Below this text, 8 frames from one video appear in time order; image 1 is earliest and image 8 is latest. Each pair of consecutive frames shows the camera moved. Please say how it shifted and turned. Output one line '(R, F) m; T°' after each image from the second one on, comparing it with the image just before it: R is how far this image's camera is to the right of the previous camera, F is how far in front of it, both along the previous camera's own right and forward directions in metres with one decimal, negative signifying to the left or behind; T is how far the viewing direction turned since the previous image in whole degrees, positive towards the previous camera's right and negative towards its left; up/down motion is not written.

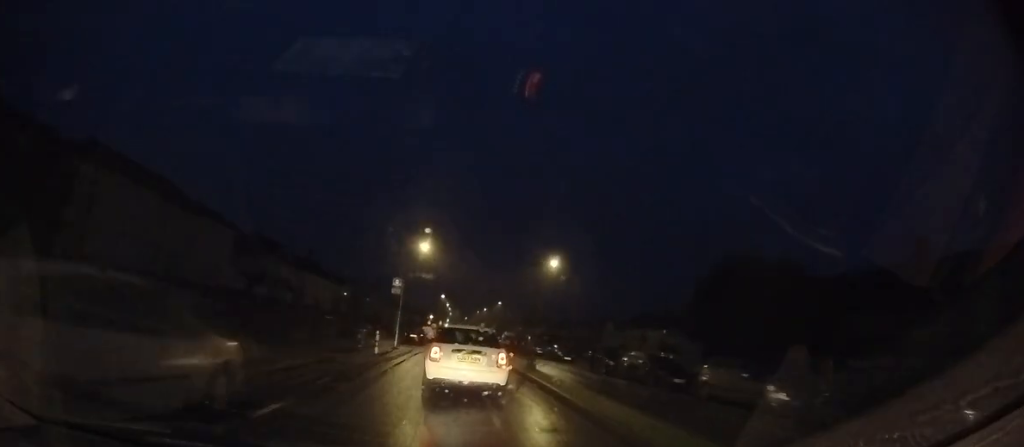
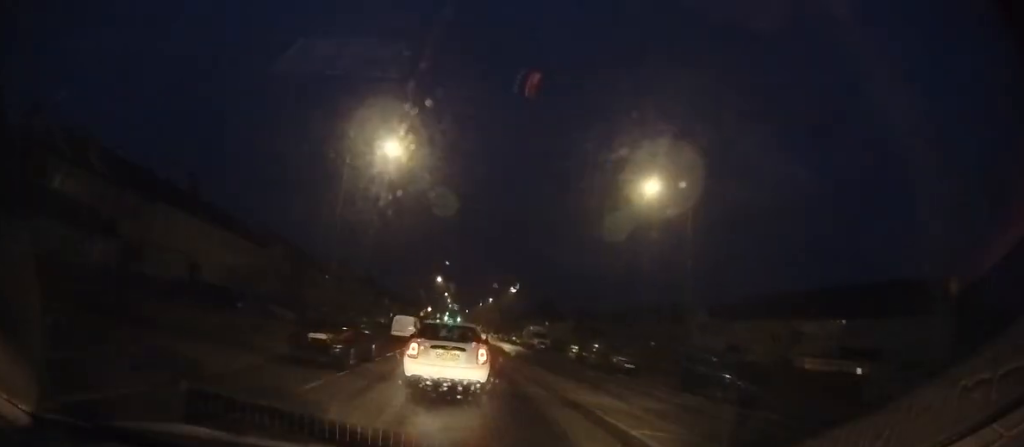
(0.0, +20.3) m; 0°
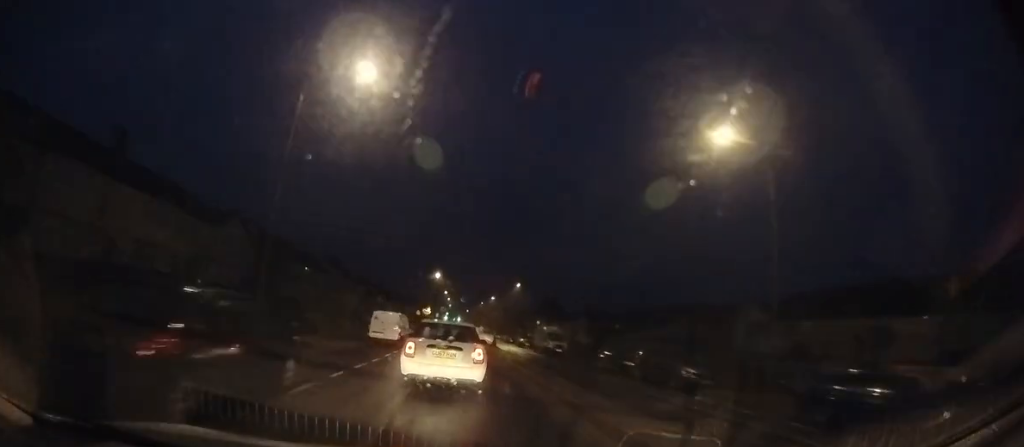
(0.0, +6.2) m; 0°
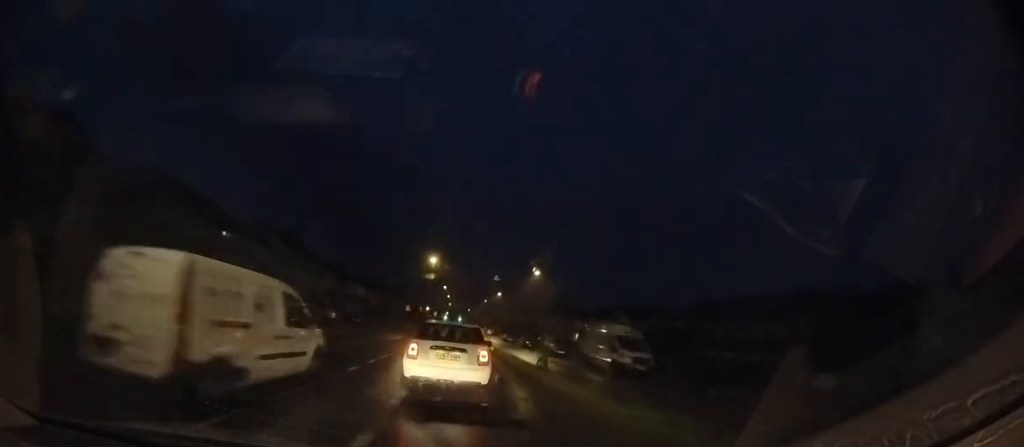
(0.0, +14.3) m; 0°
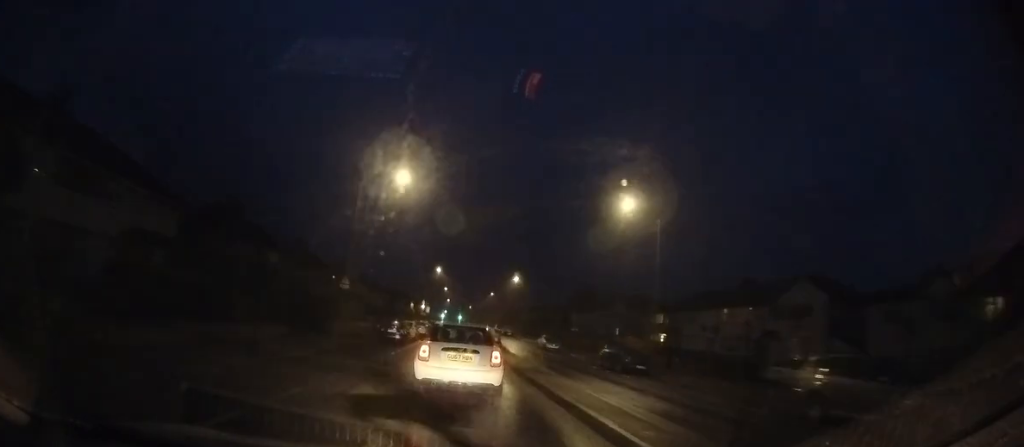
(0.0, +27.9) m; 0°
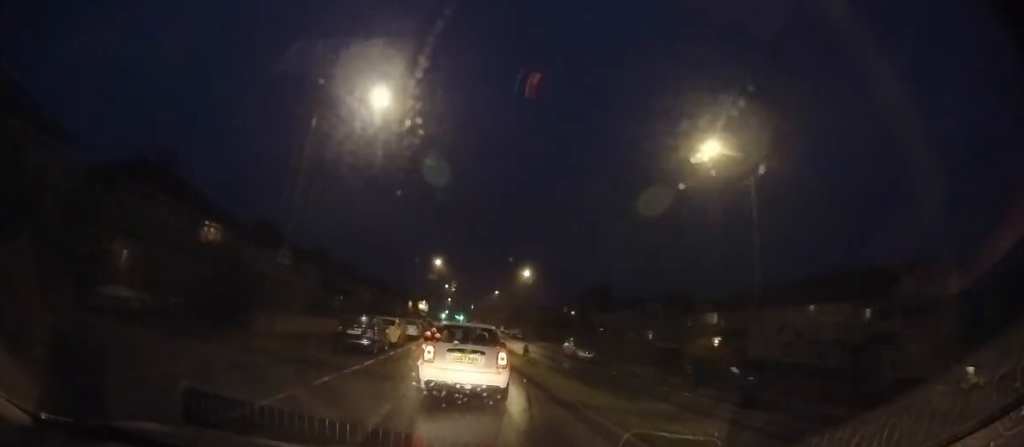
(0.0, +8.3) m; 0°
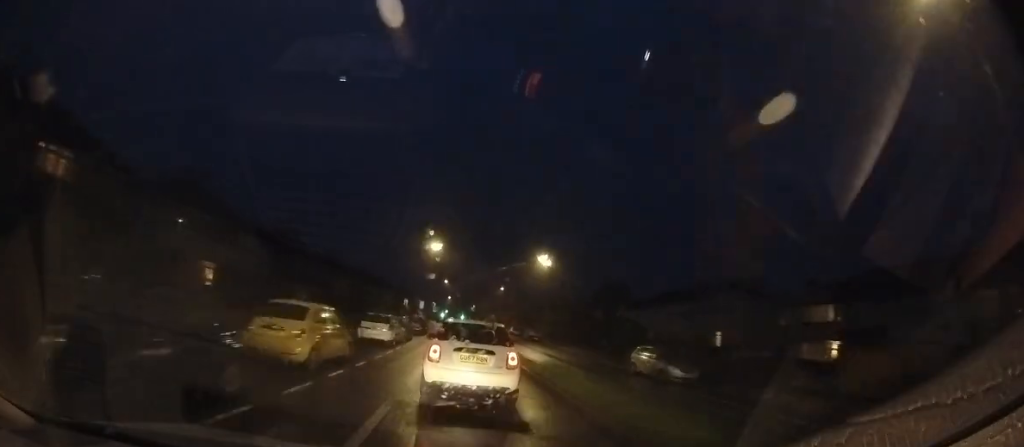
(0.0, +11.2) m; 0°
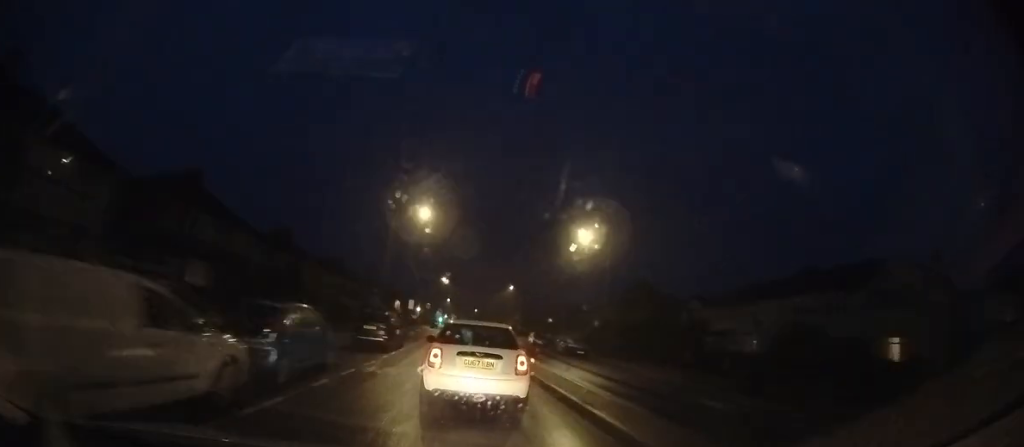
(0.0, +15.5) m; +1°
